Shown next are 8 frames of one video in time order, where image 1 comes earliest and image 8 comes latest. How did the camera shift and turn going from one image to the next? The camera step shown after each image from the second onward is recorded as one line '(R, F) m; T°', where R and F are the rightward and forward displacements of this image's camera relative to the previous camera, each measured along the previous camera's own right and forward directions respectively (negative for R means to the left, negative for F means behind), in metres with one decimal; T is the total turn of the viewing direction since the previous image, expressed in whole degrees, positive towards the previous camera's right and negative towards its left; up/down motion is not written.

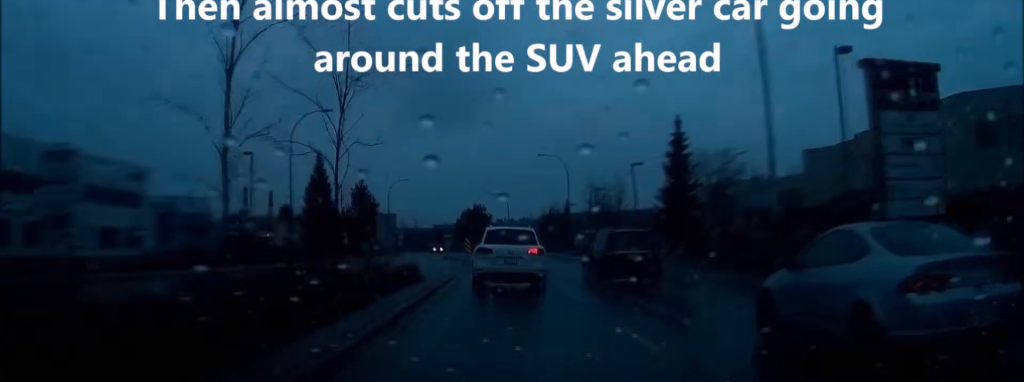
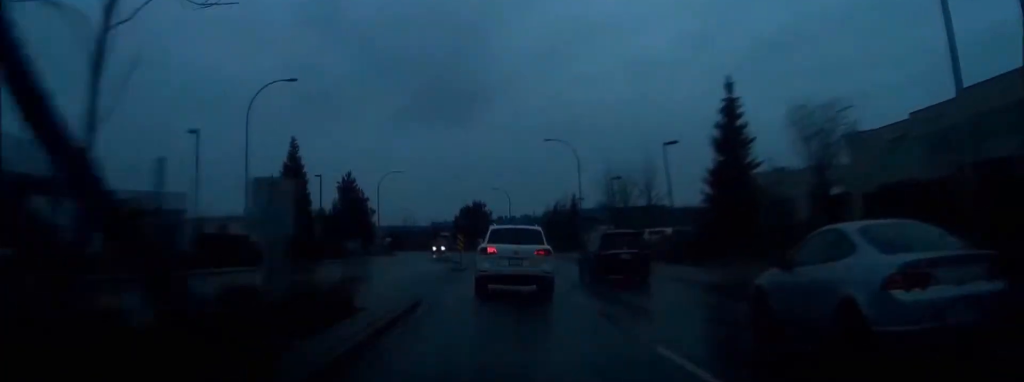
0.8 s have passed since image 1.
(0.0, +10.4) m; 0°
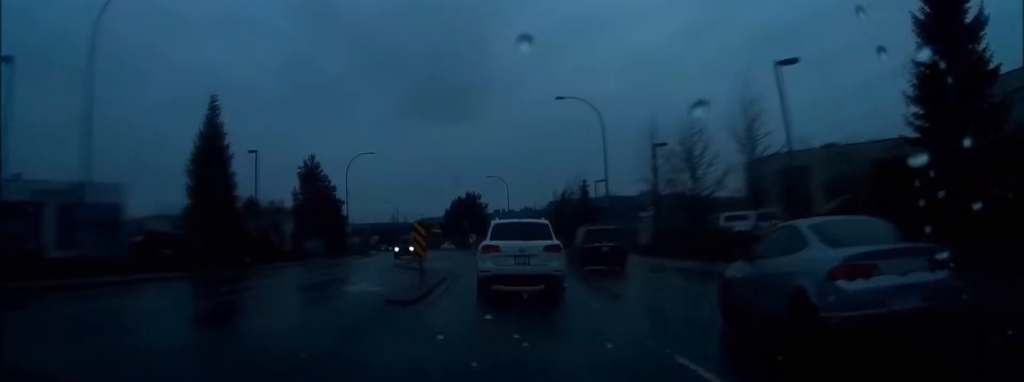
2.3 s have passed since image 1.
(+0.1, +19.4) m; 0°
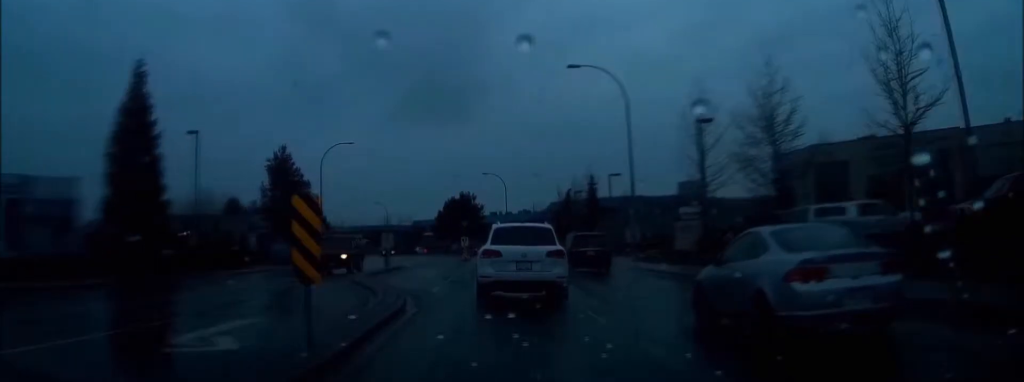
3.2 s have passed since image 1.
(-0.1, +11.1) m; 0°
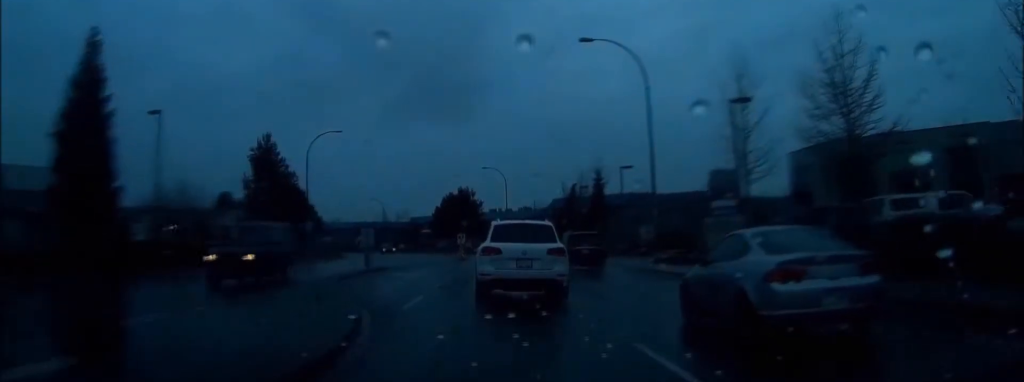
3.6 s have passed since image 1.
(0.0, +5.5) m; 0°
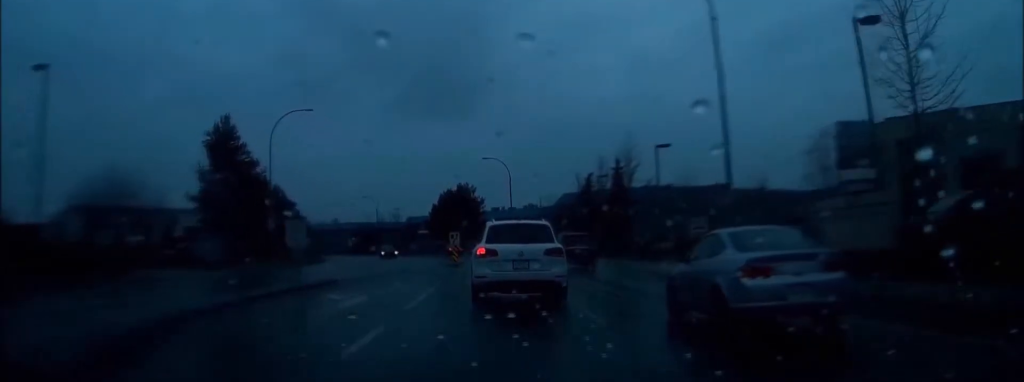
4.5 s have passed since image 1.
(0.0, +11.8) m; 0°
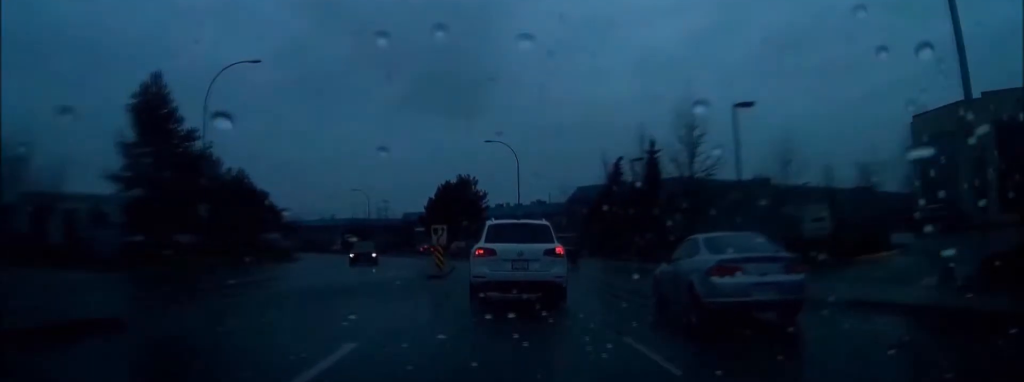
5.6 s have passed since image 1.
(0.0, +13.6) m; 0°
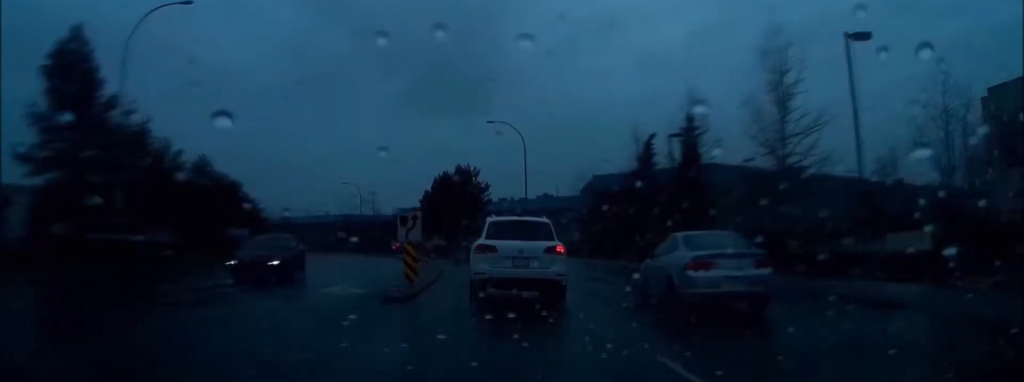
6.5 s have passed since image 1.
(-0.1, +10.5) m; -1°
